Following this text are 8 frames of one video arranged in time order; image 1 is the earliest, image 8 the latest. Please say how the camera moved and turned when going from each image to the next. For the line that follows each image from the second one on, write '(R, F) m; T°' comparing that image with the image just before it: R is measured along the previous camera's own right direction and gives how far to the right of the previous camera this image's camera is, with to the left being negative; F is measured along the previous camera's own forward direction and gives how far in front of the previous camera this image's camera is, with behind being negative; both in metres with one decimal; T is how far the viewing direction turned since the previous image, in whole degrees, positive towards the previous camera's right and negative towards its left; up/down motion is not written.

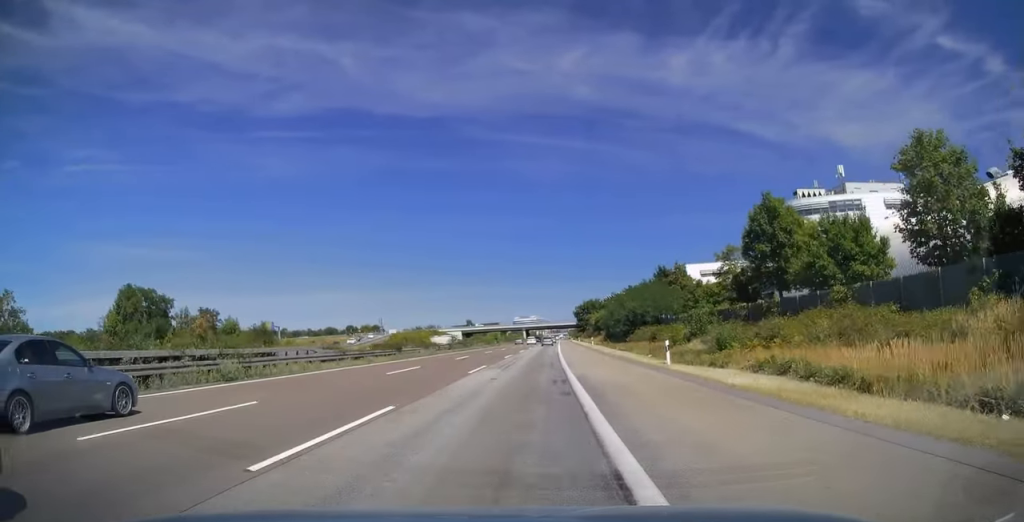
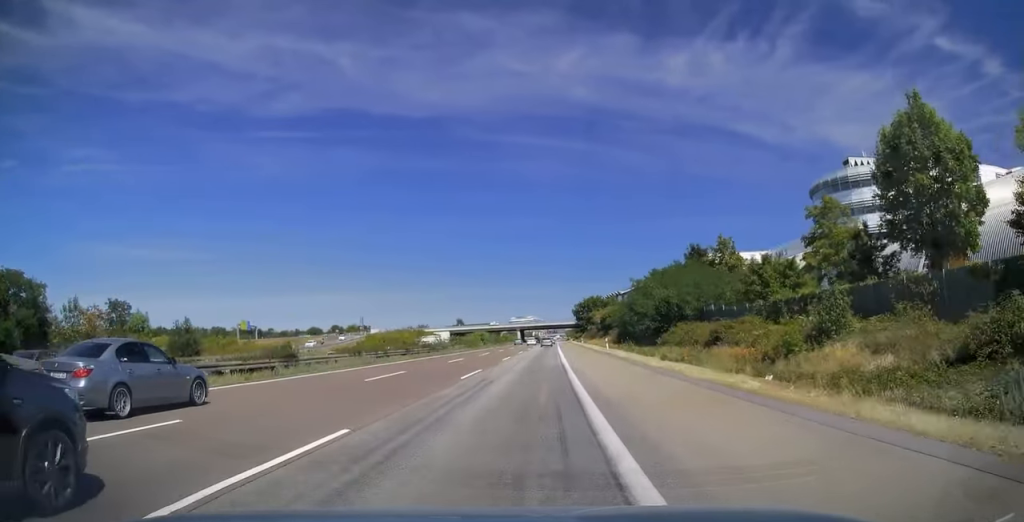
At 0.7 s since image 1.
(0.0, +20.8) m; 0°
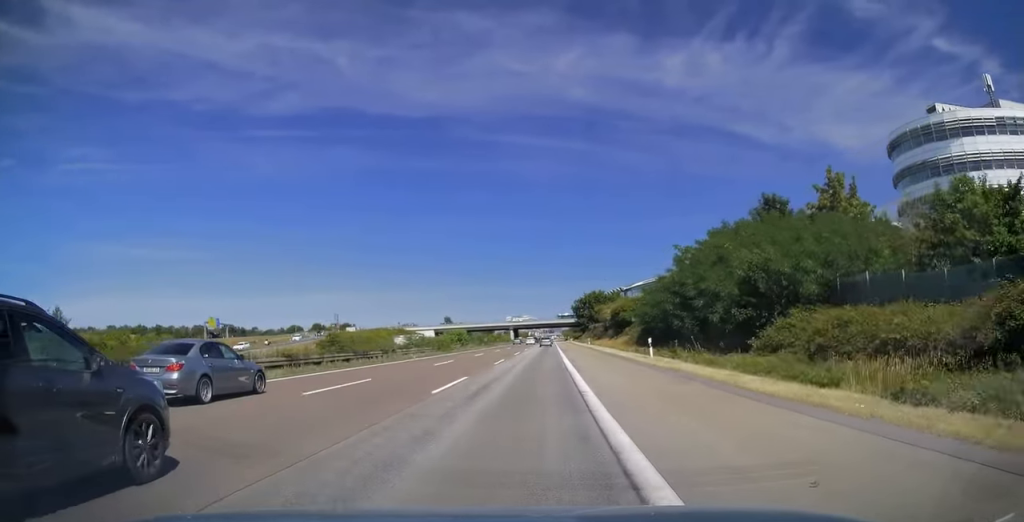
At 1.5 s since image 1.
(0.0, +23.2) m; 0°
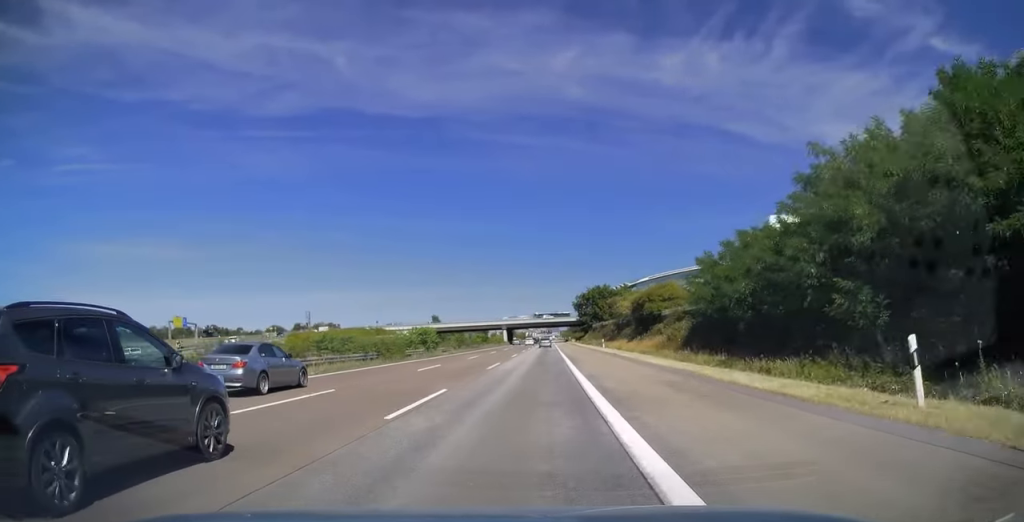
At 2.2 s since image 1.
(0.0, +22.3) m; +1°
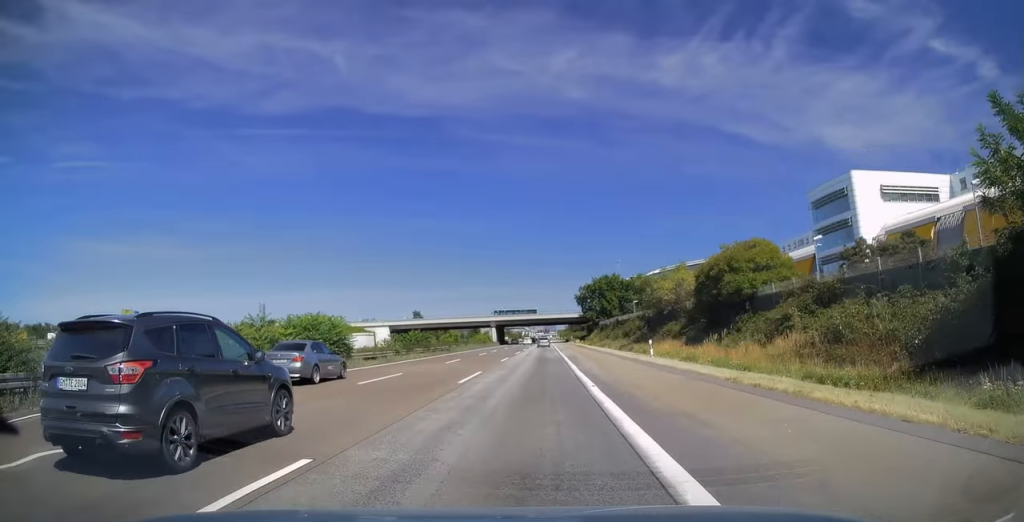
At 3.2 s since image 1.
(+0.3, +27.8) m; +1°
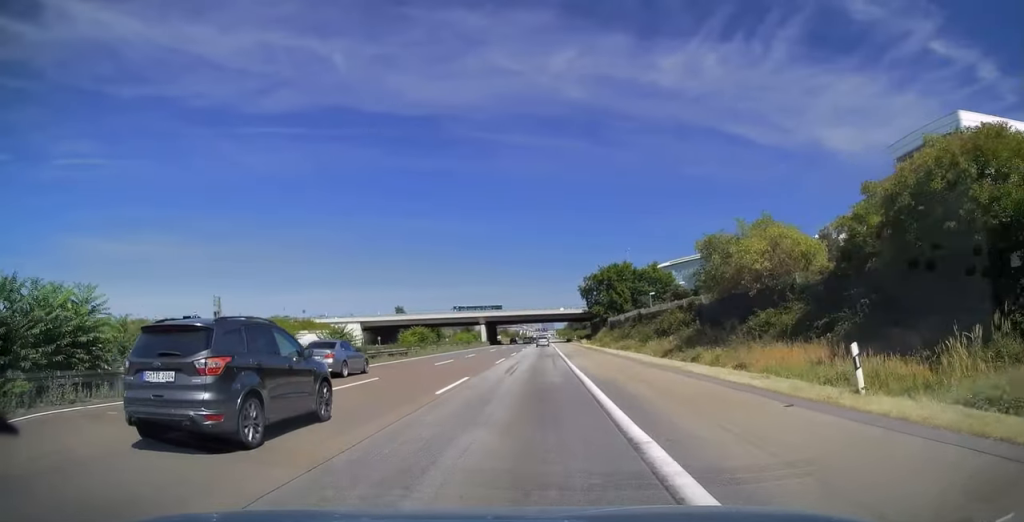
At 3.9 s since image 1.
(0.0, +21.3) m; 0°
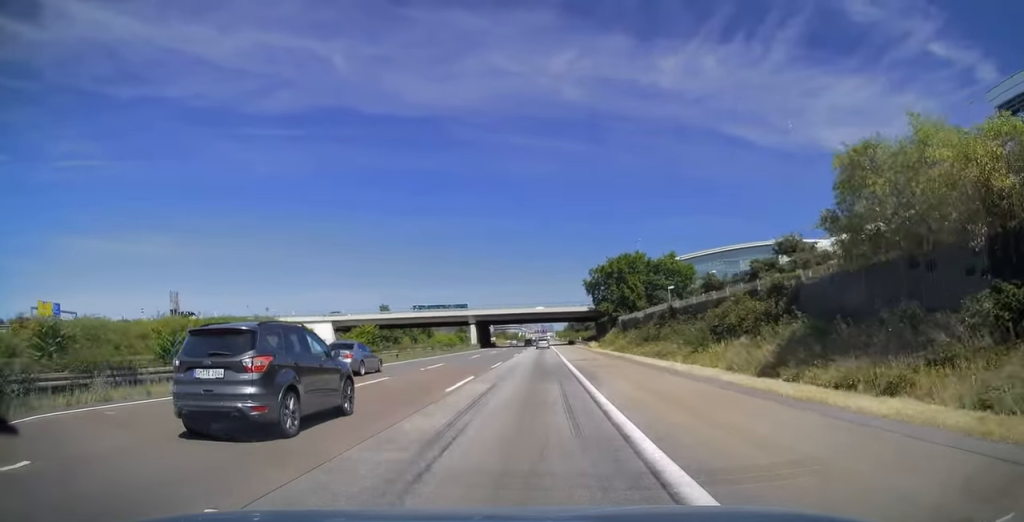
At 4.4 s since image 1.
(0.0, +16.4) m; 0°
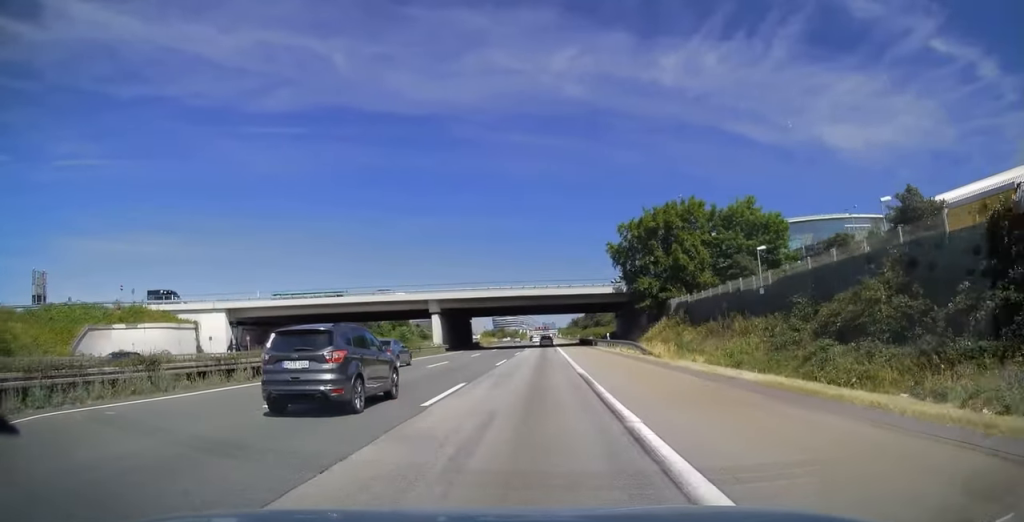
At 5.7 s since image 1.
(0.0, +37.7) m; 0°
